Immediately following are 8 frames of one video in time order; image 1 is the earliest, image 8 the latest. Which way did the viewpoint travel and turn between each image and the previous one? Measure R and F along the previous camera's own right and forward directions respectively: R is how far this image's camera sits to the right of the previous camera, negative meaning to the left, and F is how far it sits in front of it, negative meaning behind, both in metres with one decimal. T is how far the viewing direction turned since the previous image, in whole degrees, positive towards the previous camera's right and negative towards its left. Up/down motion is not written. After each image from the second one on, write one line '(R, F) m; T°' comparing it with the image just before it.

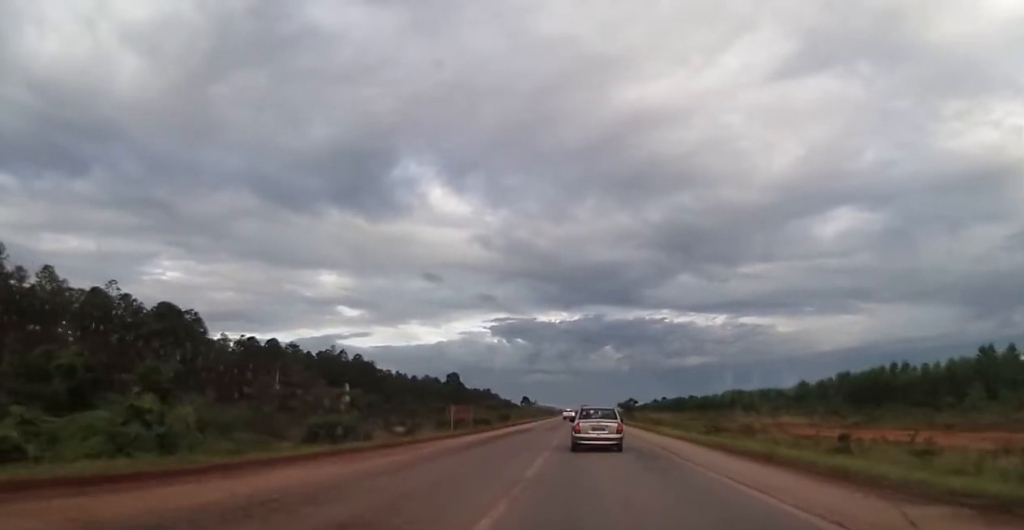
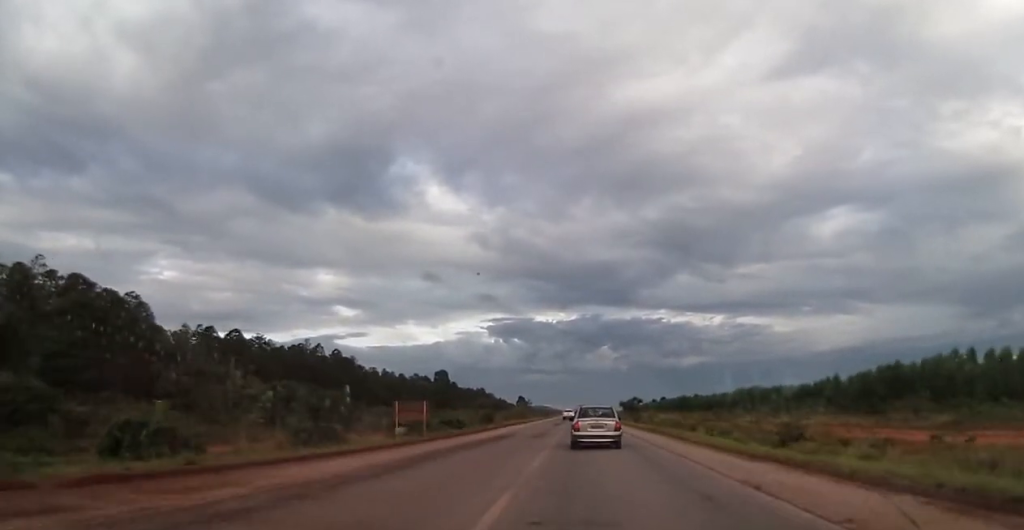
(0.0, +15.4) m; 0°
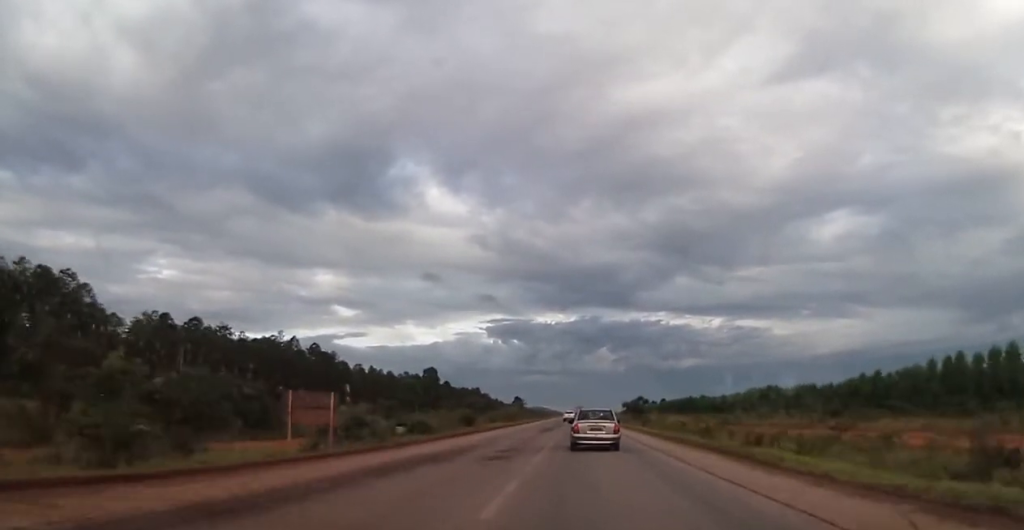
(0.0, +14.1) m; -2°
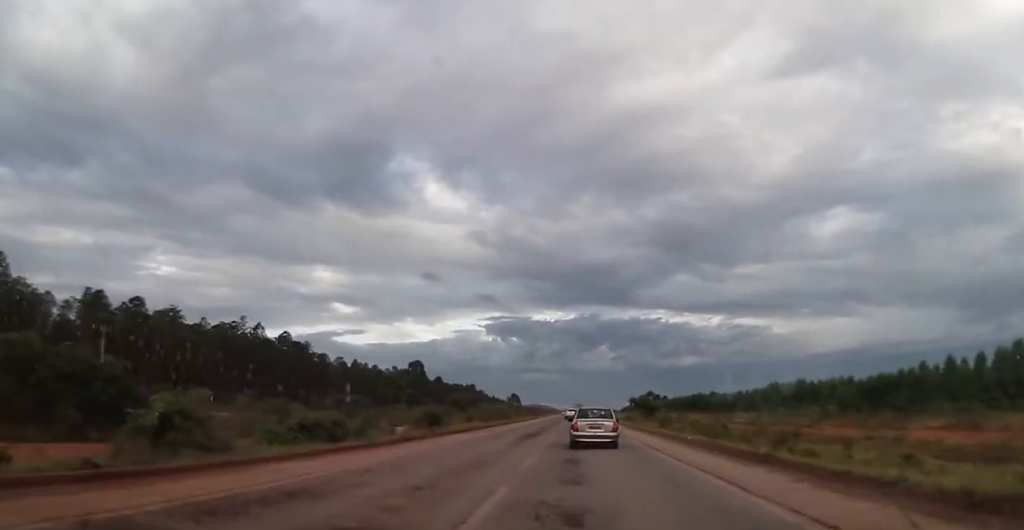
(-0.5, +17.3) m; 0°
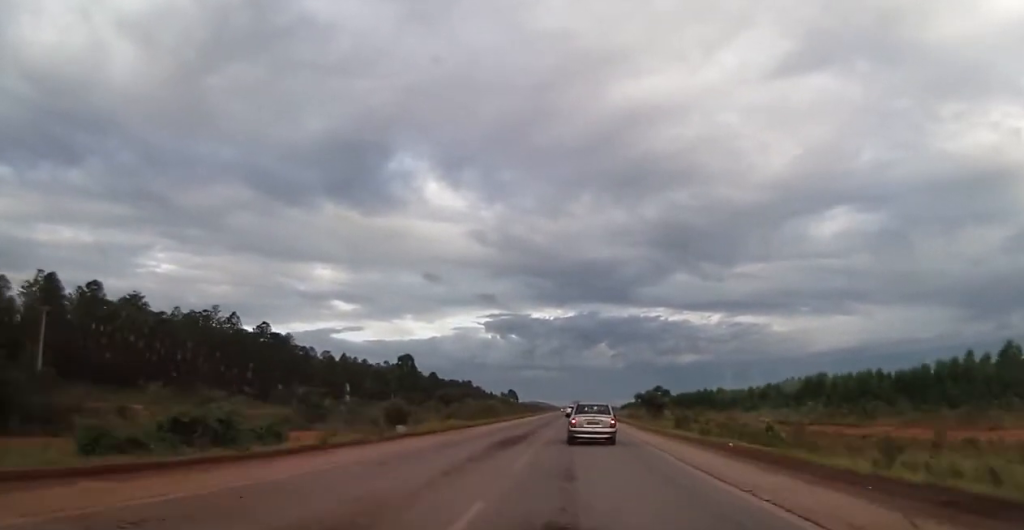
(+0.2, +10.4) m; +1°
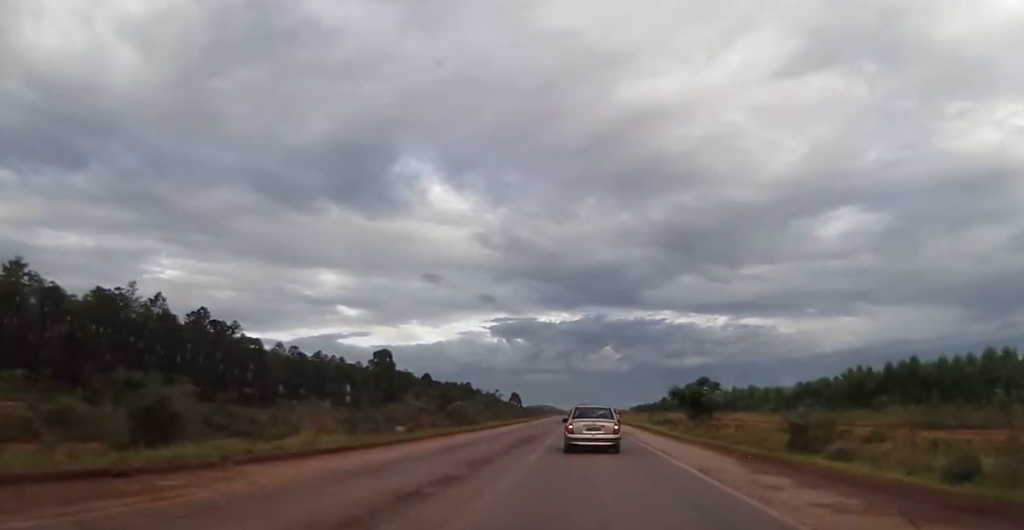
(0.0, +26.4) m; 0°
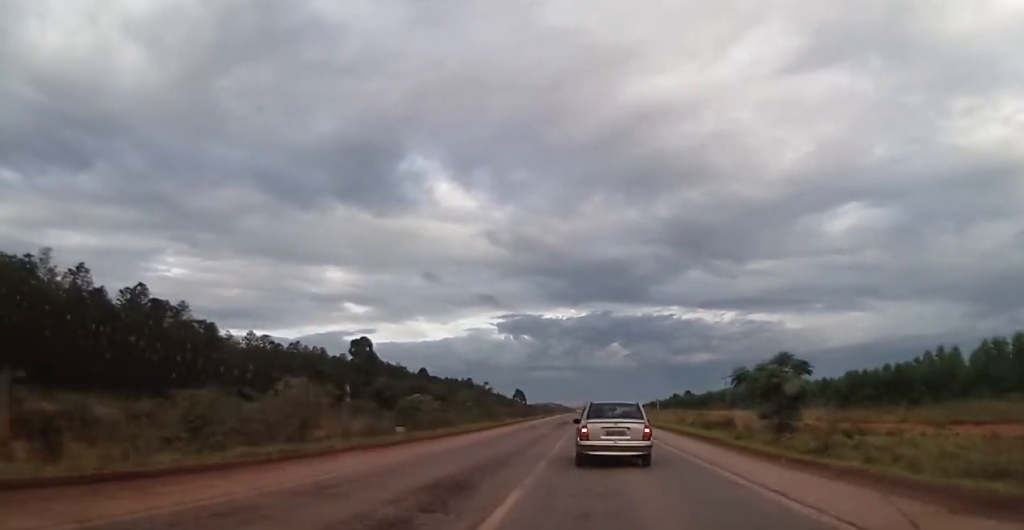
(+0.5, +19.8) m; 0°
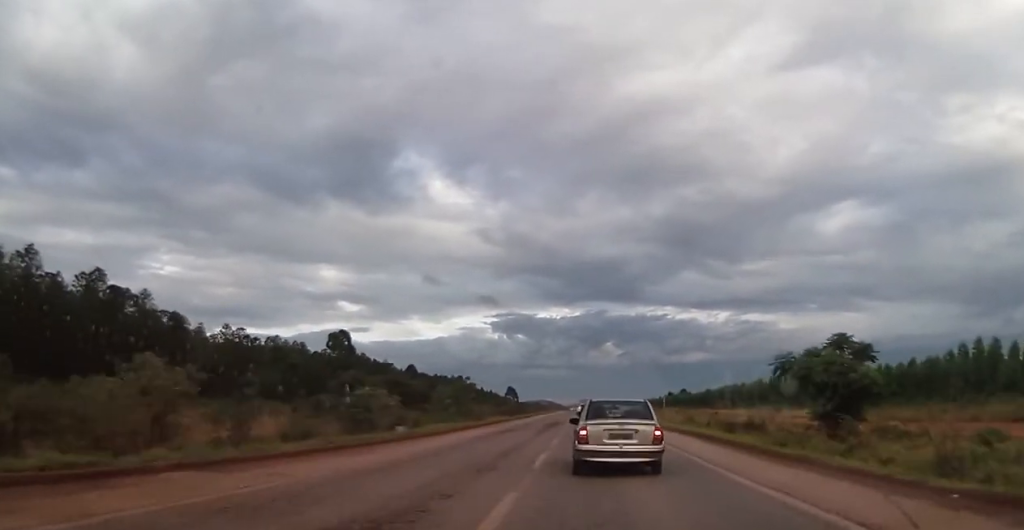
(-0.3, +9.8) m; -1°
